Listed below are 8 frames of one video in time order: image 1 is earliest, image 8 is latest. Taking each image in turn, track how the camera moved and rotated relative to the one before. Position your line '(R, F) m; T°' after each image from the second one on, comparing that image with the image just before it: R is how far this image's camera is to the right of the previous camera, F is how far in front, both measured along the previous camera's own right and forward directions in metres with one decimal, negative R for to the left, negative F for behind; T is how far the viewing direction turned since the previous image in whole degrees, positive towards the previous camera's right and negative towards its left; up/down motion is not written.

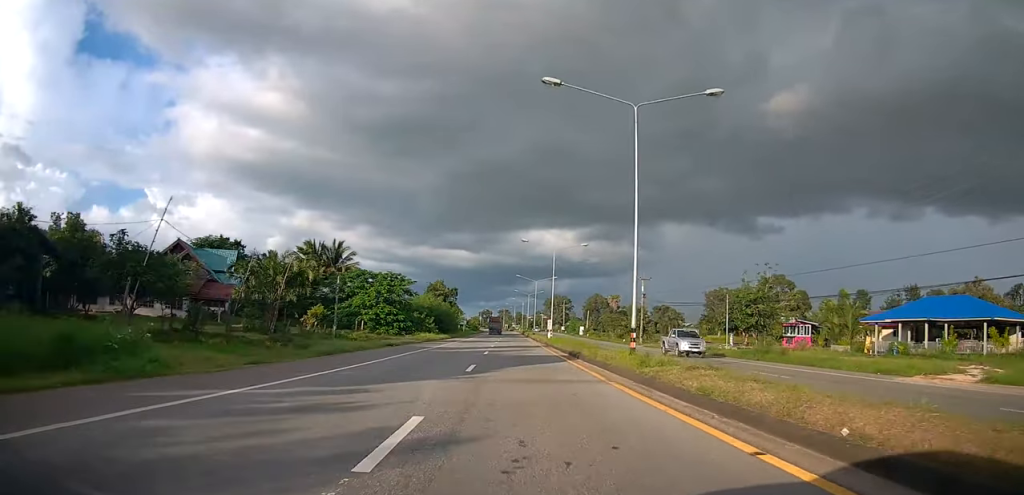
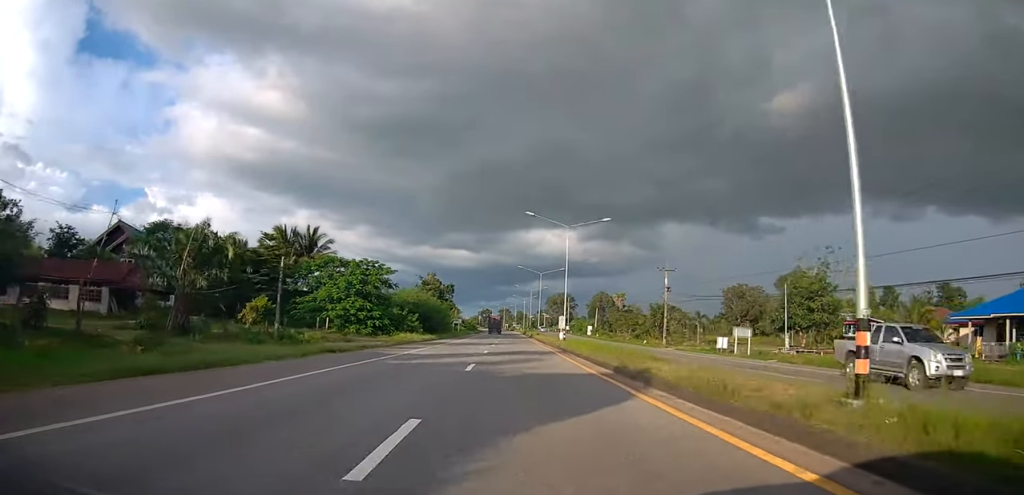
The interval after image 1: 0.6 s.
(0.0, +12.3) m; 0°
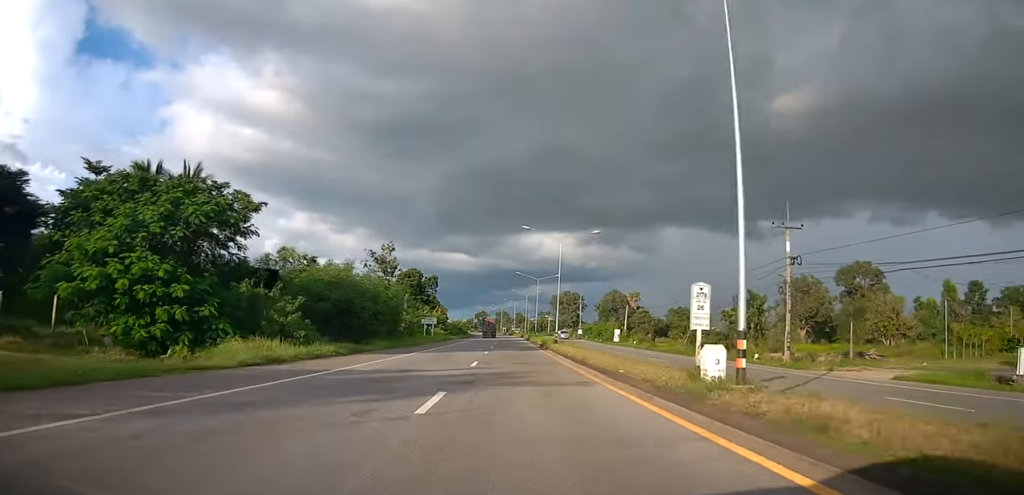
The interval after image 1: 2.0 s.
(-0.1, +32.3) m; +1°
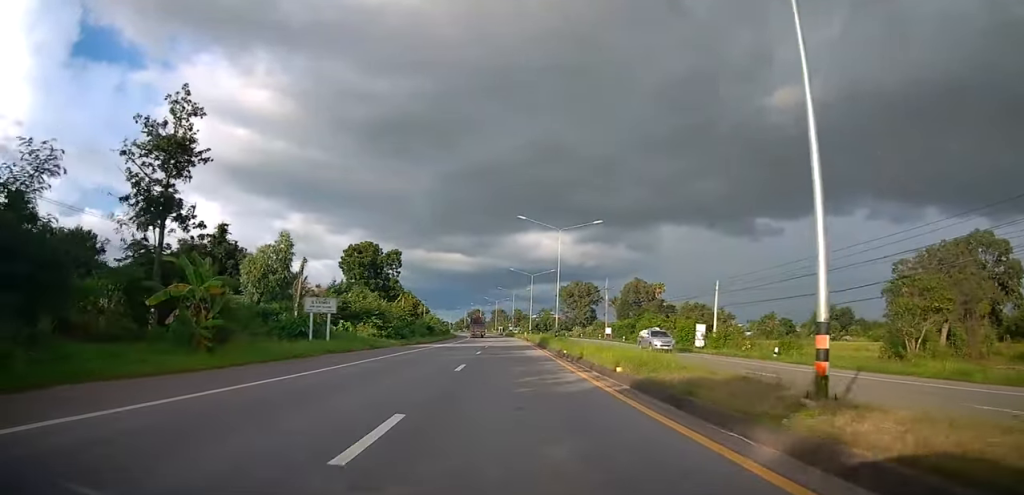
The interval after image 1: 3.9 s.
(+1.0, +39.5) m; +1°
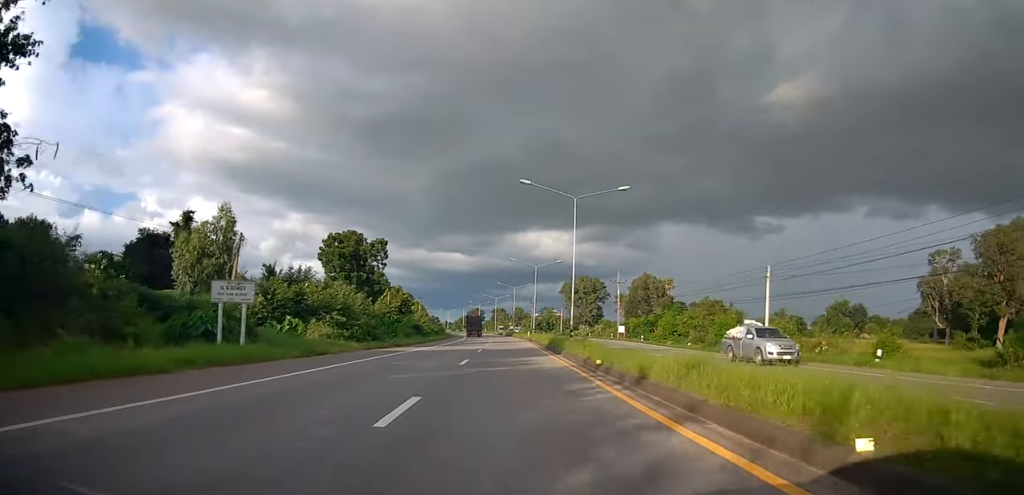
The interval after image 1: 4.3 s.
(-0.2, +10.2) m; -1°
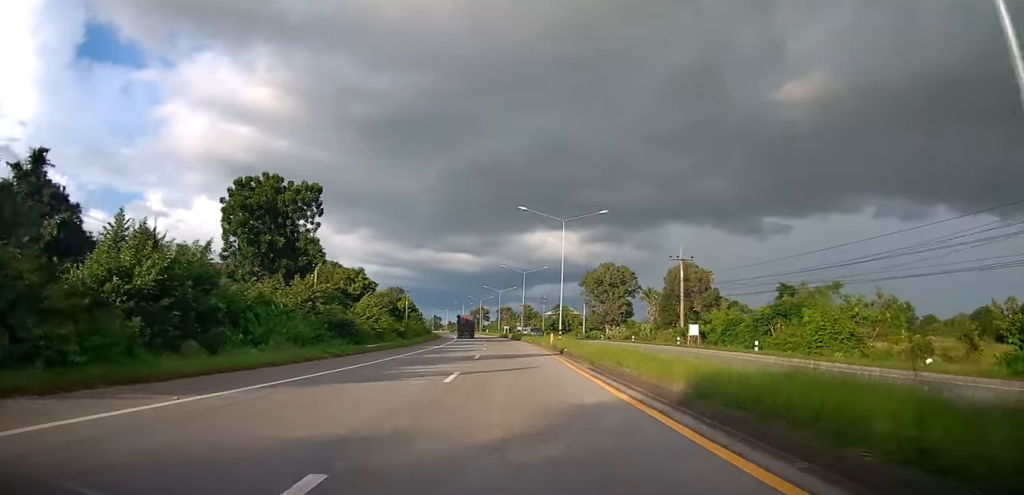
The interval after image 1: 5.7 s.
(-0.3, +29.6) m; -1°
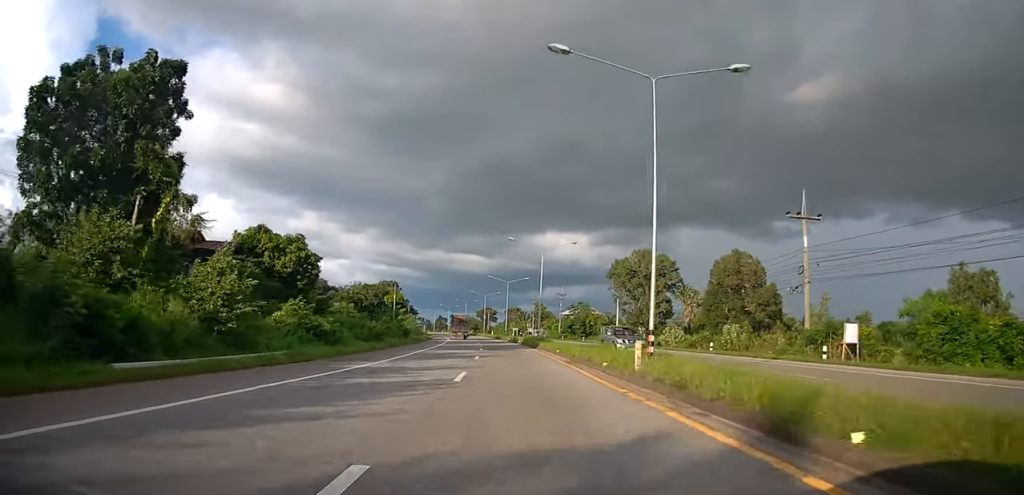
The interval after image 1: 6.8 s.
(0.0, +23.6) m; 0°
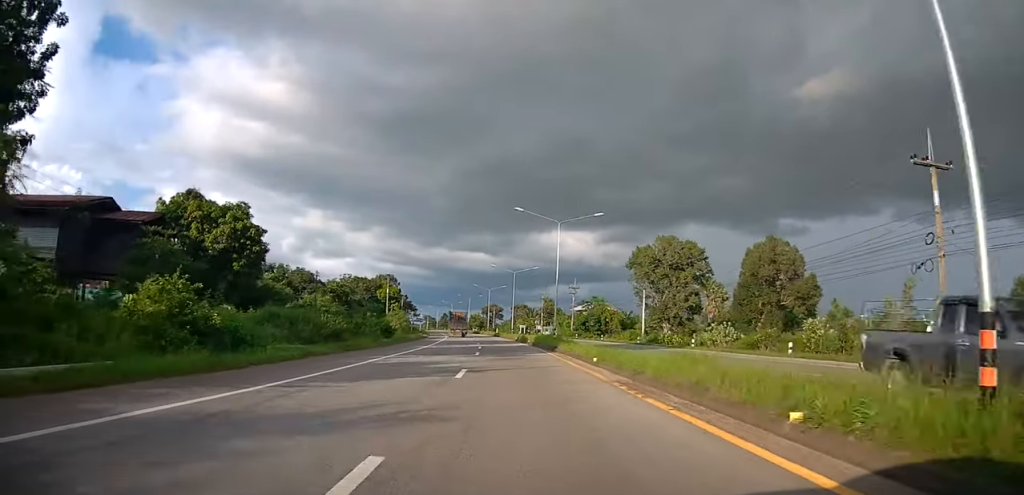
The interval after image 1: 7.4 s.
(0.0, +11.8) m; 0°
